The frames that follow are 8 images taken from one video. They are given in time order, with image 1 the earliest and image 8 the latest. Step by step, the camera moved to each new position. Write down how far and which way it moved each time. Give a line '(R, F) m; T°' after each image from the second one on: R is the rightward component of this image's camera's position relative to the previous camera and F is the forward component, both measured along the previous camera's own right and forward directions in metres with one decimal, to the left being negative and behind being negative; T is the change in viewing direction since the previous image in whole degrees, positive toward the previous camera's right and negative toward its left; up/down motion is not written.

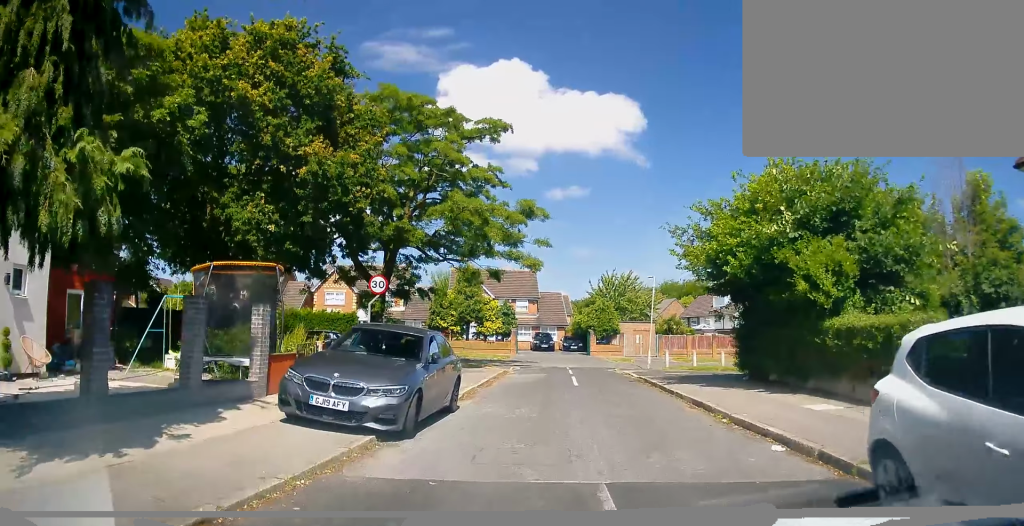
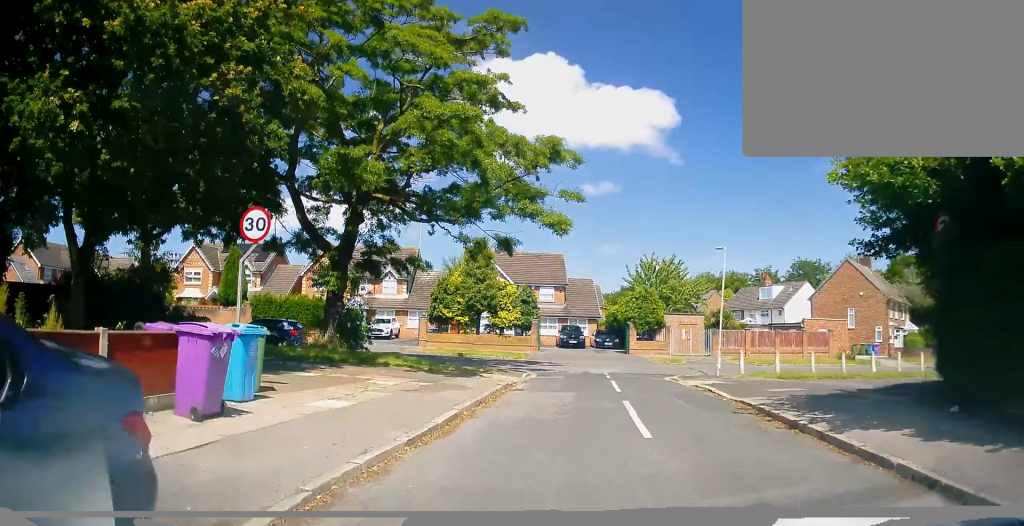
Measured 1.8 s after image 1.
(+1.0, +10.0) m; -1°
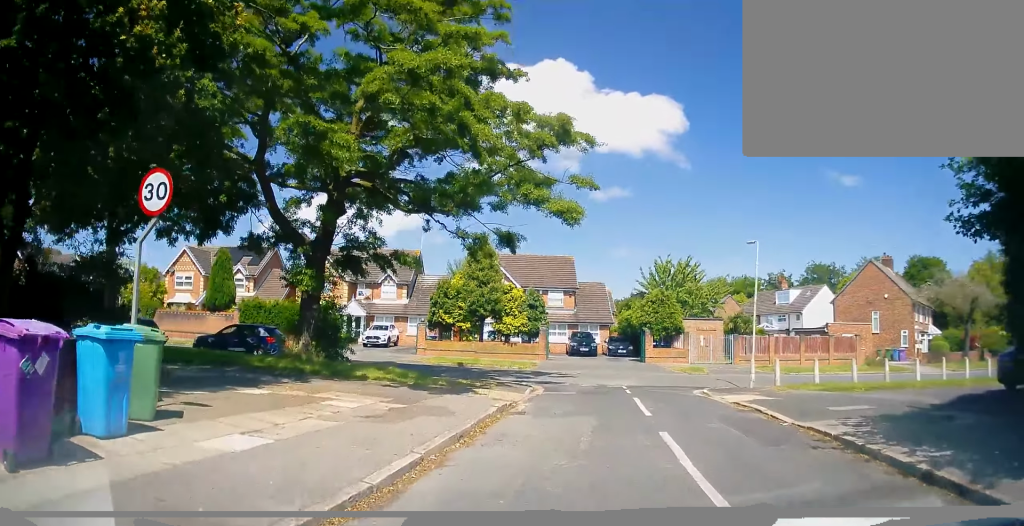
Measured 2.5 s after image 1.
(-0.2, +3.1) m; -3°
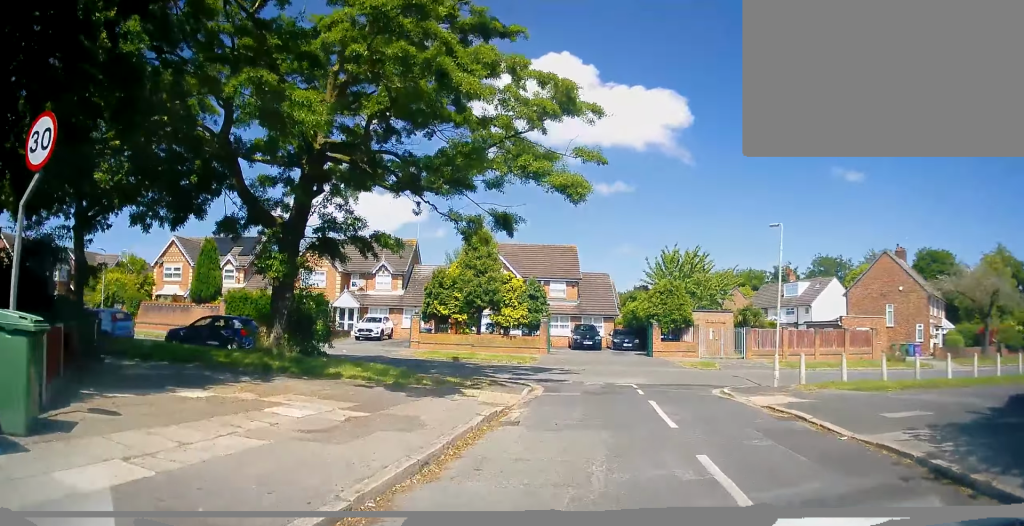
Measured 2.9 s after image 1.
(0.0, +2.3) m; -1°
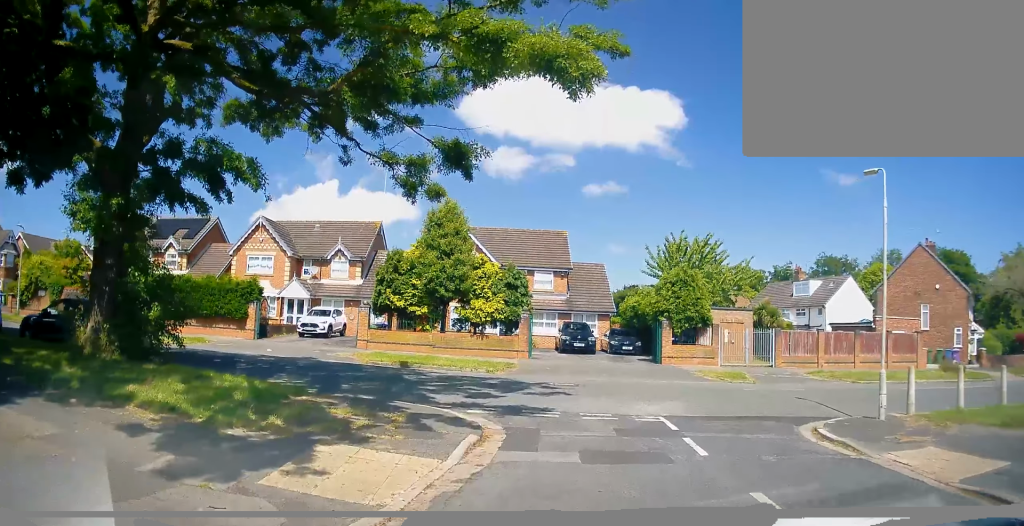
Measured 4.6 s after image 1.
(0.0, +7.8) m; +2°
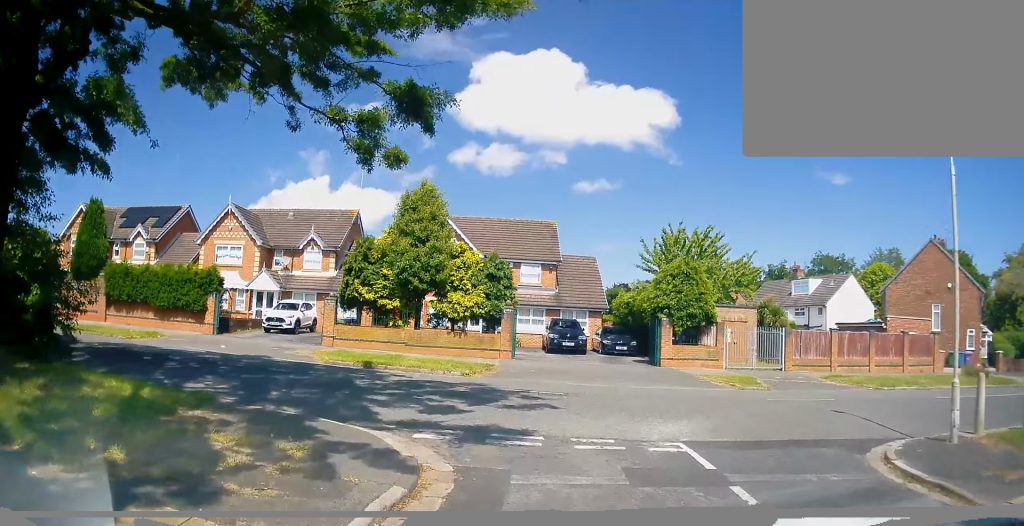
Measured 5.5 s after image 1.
(+0.1, +3.4) m; +2°
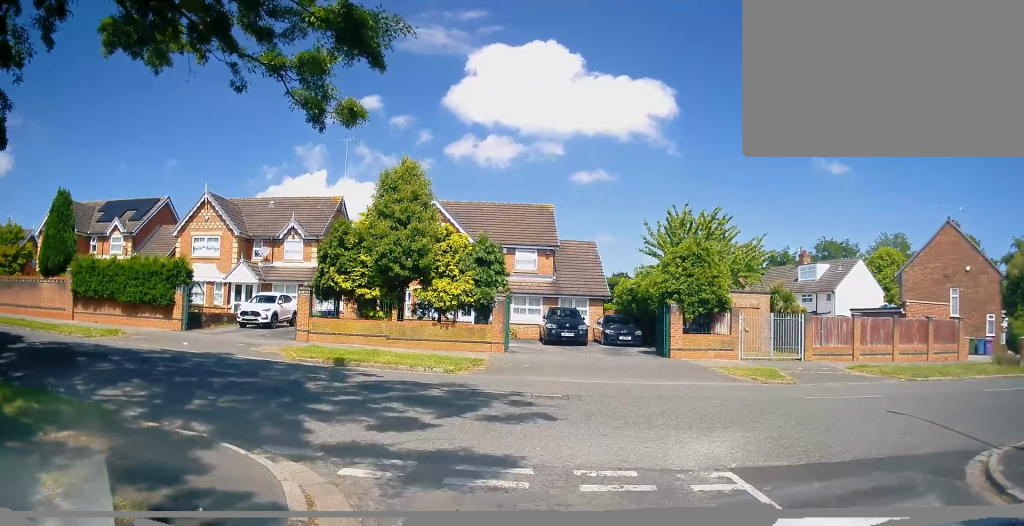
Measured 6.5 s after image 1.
(0.0, +3.1) m; -1°
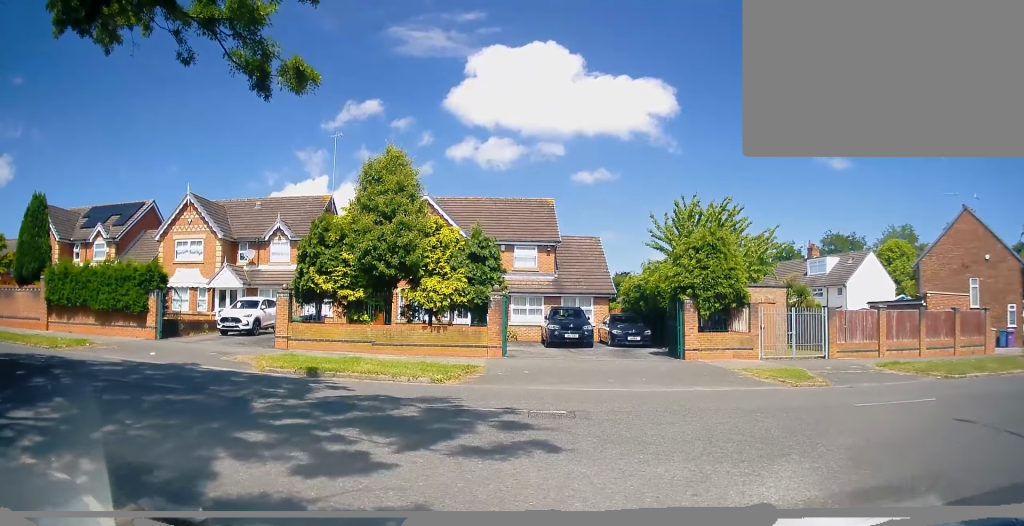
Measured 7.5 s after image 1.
(-0.1, +2.3) m; -3°
